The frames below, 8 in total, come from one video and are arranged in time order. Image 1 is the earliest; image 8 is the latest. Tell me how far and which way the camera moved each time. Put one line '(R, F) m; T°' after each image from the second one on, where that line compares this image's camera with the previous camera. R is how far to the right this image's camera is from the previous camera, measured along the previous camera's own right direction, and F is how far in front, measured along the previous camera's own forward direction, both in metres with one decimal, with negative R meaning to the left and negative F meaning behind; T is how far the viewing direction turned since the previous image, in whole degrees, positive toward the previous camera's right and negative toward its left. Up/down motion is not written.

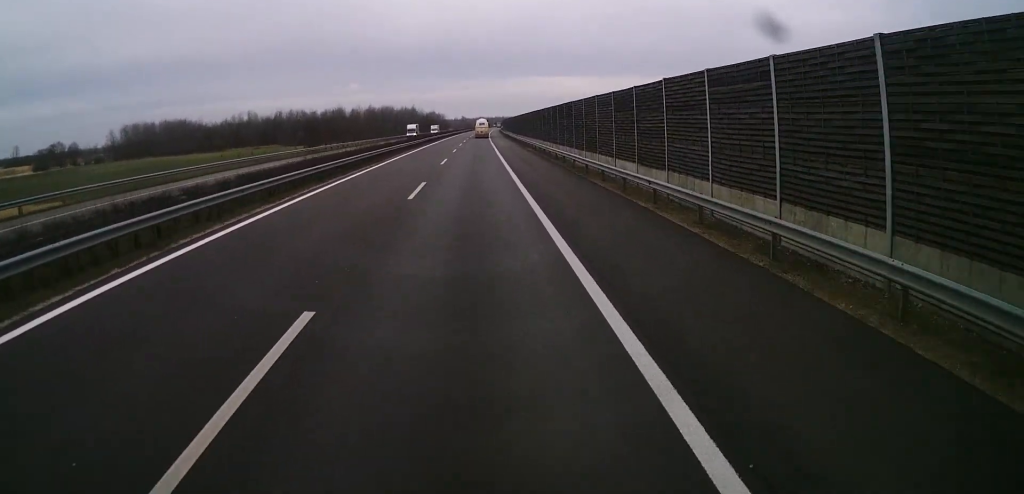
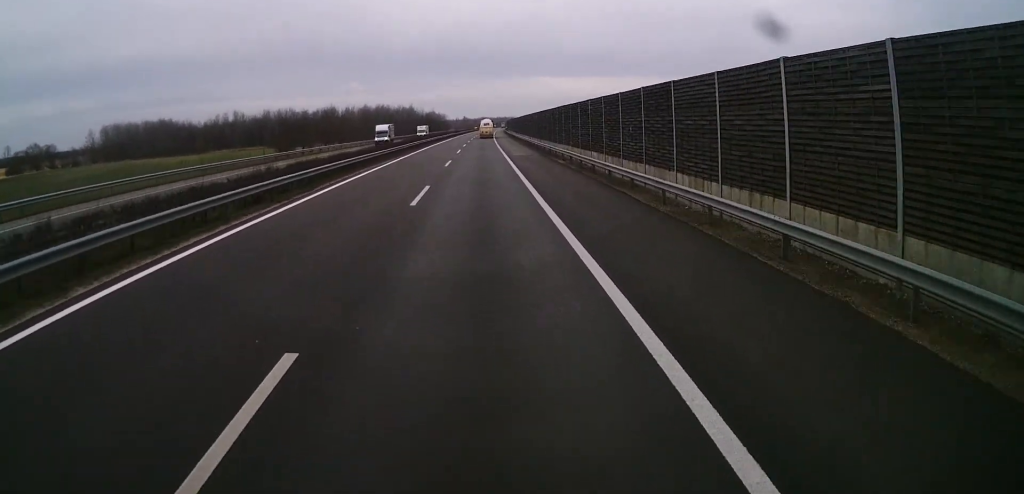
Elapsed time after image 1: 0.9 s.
(-0.1, +20.0) m; 0°
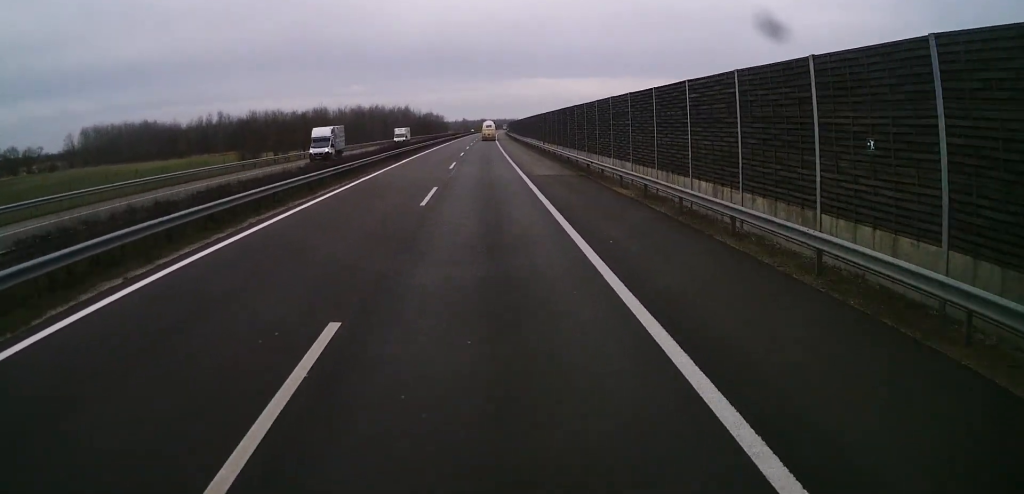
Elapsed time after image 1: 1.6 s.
(+0.2, +16.9) m; 0°
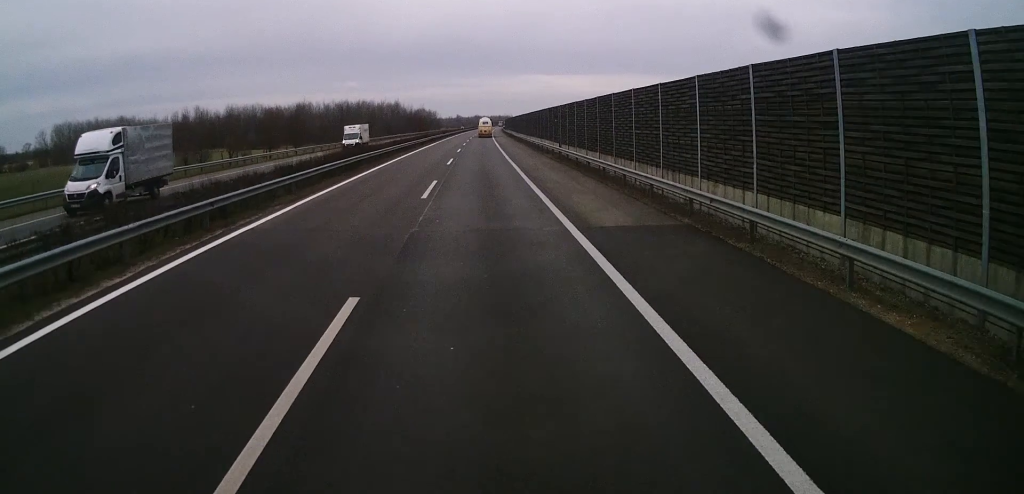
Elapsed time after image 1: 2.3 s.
(0.0, +16.9) m; -1°
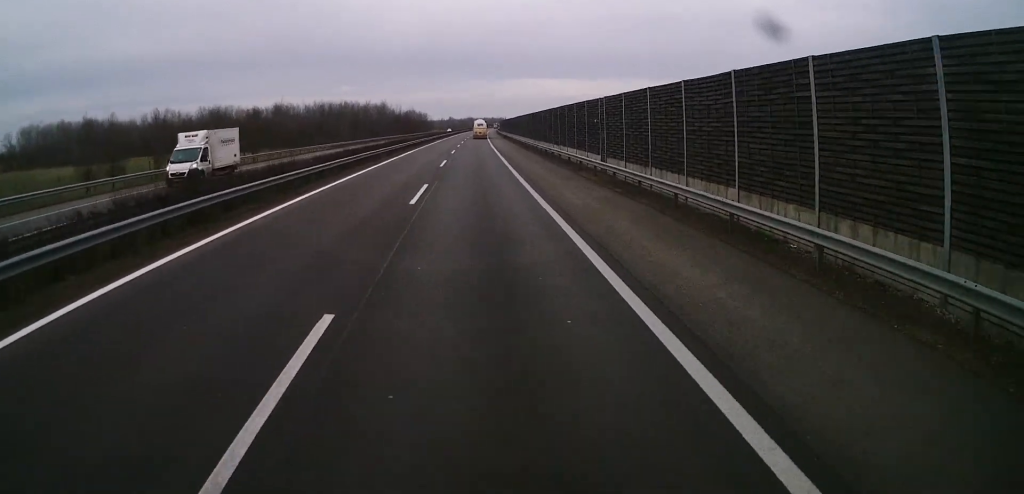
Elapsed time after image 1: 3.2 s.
(-0.2, +19.2) m; 0°
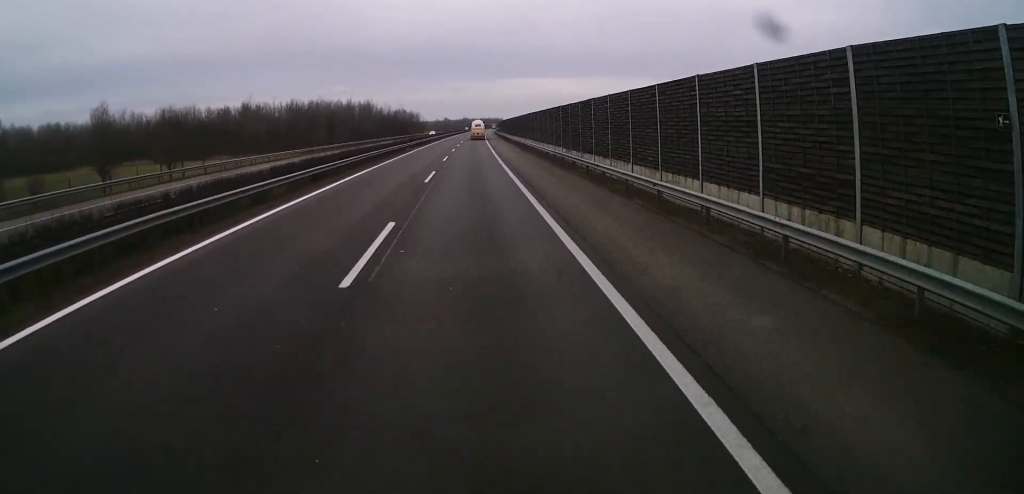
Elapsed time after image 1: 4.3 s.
(+0.1, +26.9) m; +1°
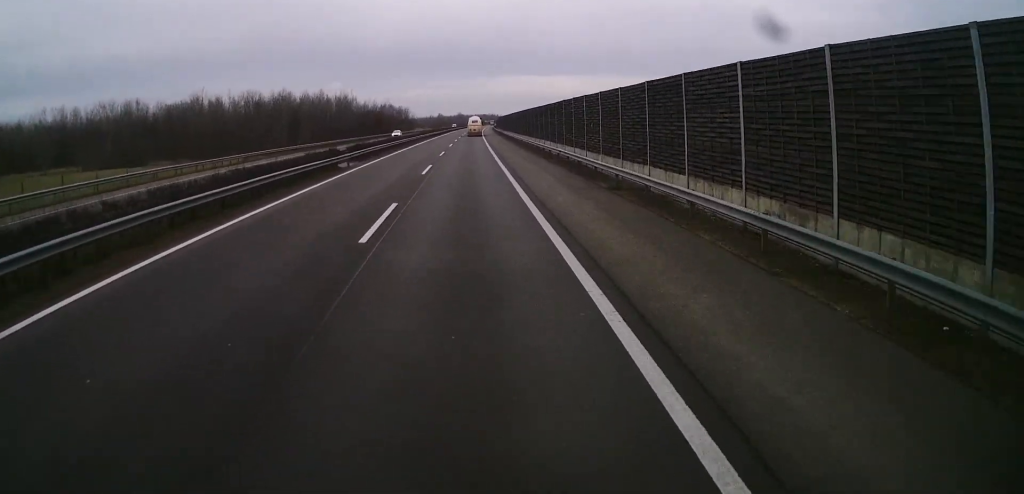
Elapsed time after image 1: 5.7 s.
(+0.1, +31.6) m; 0°
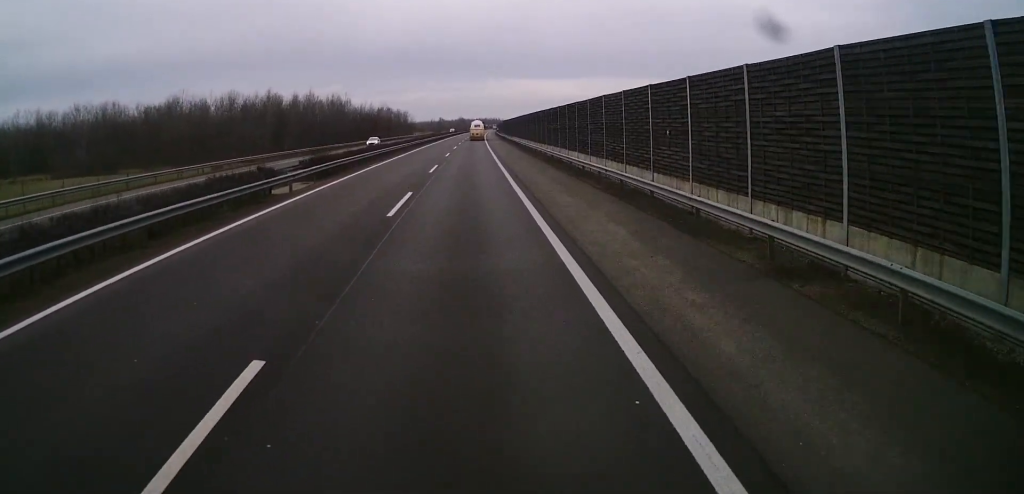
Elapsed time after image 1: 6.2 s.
(0.0, +12.3) m; 0°
